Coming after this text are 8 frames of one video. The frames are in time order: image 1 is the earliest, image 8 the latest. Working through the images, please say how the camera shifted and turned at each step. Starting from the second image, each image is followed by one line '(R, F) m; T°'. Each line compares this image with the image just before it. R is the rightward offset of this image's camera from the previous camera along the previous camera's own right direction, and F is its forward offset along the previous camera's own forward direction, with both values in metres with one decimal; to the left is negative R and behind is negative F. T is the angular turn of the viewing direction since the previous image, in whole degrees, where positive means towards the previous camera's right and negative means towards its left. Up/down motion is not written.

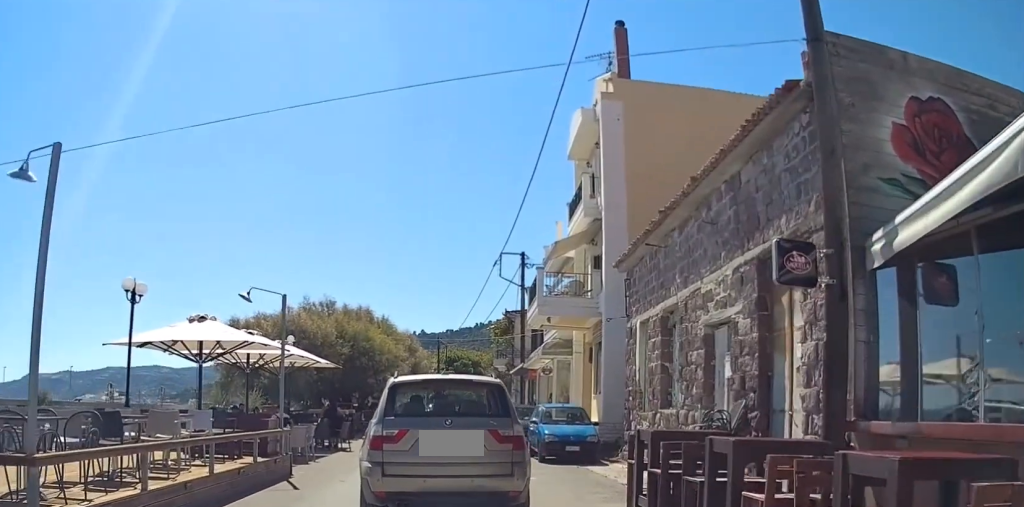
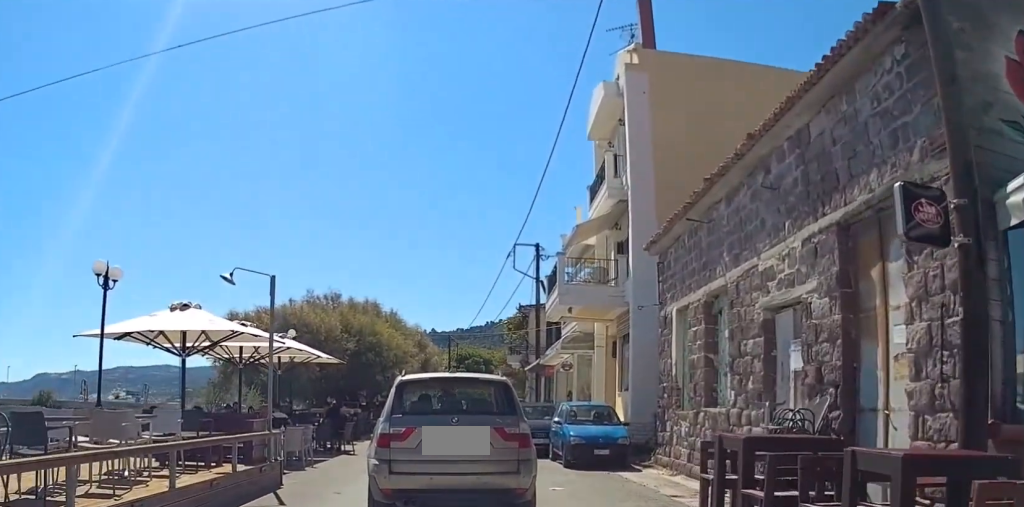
(-0.1, +2.0) m; +2°
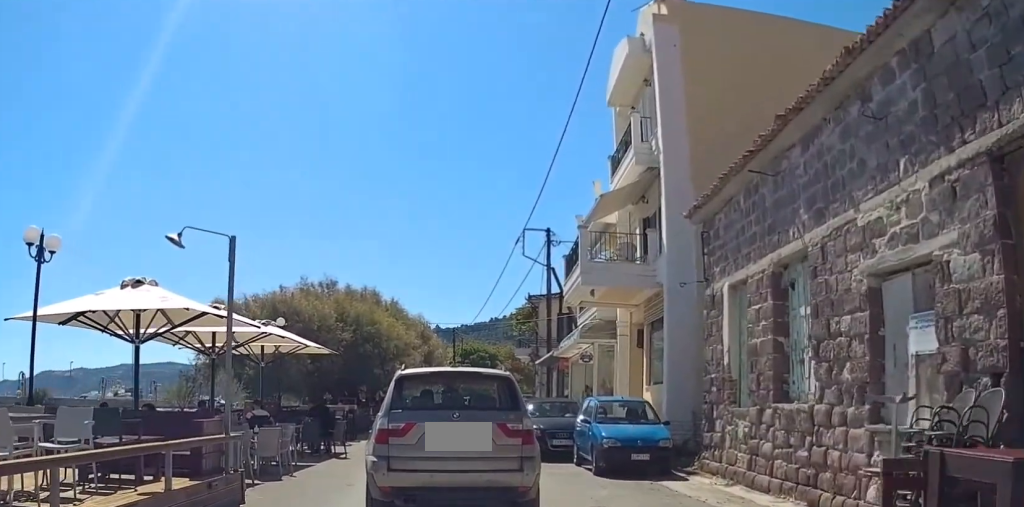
(+0.2, +2.7) m; +2°
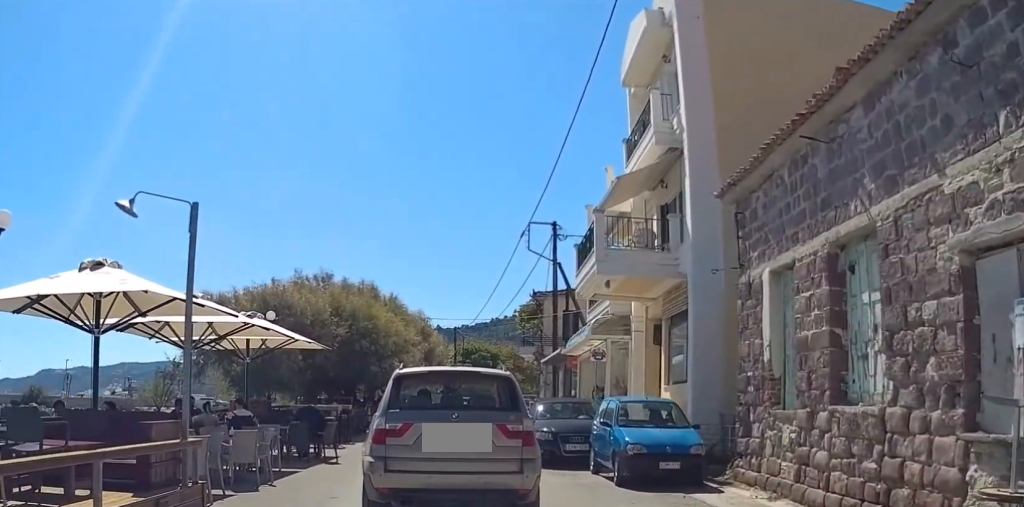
(0.0, +1.8) m; +1°
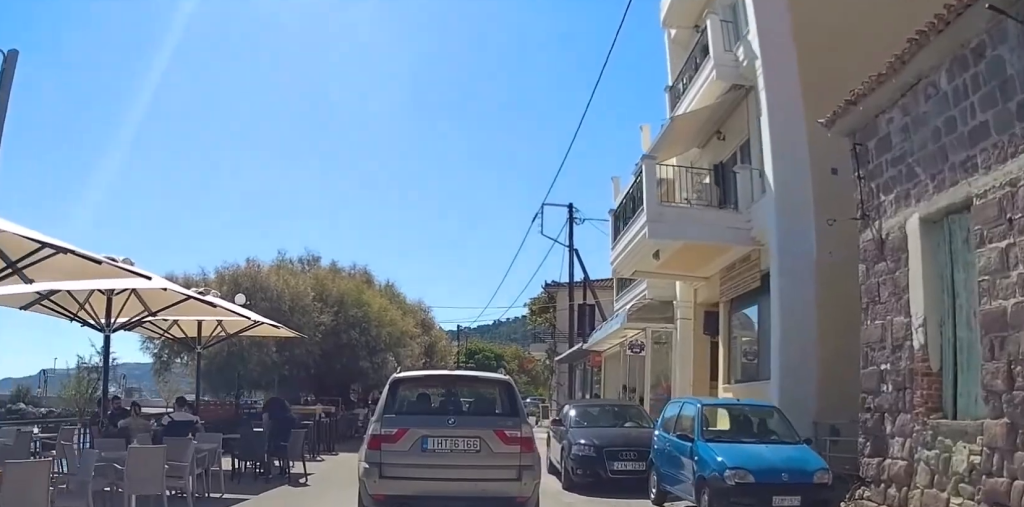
(0.0, +4.7) m; 0°
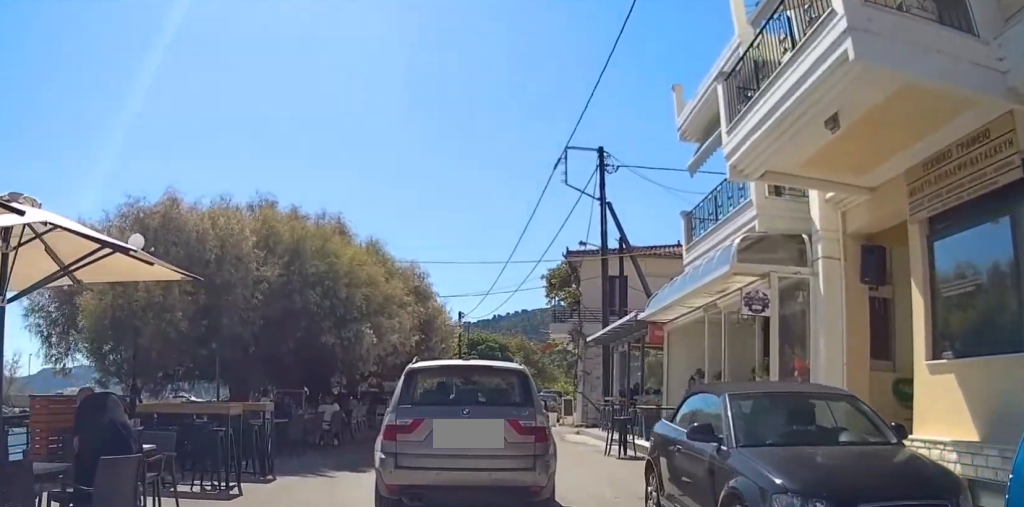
(0.0, +8.0) m; +1°
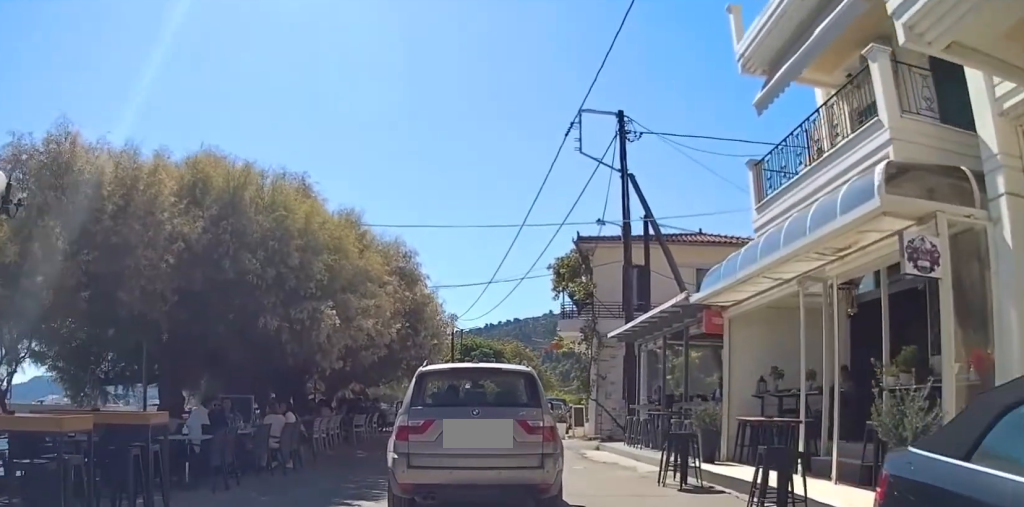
(+0.2, +5.1) m; +1°
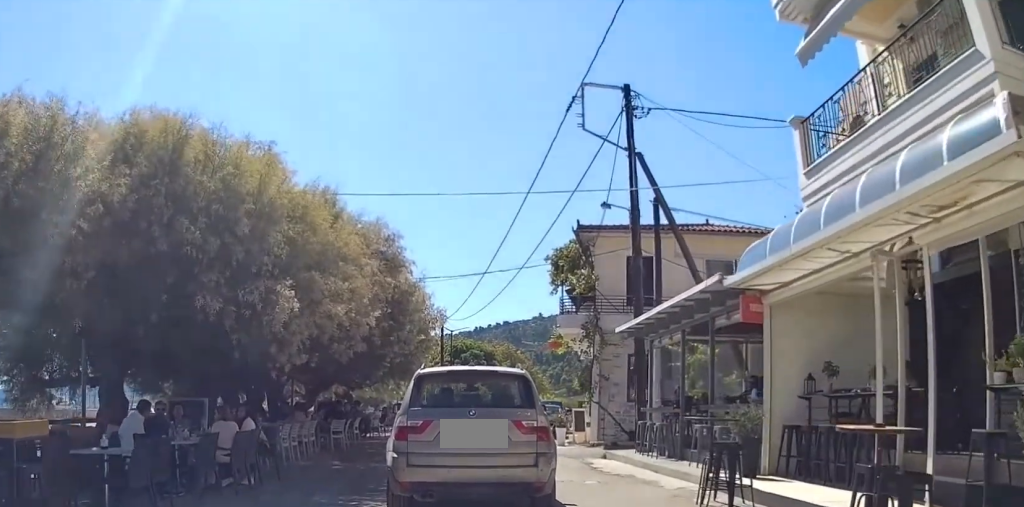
(-0.2, +2.6) m; +1°
